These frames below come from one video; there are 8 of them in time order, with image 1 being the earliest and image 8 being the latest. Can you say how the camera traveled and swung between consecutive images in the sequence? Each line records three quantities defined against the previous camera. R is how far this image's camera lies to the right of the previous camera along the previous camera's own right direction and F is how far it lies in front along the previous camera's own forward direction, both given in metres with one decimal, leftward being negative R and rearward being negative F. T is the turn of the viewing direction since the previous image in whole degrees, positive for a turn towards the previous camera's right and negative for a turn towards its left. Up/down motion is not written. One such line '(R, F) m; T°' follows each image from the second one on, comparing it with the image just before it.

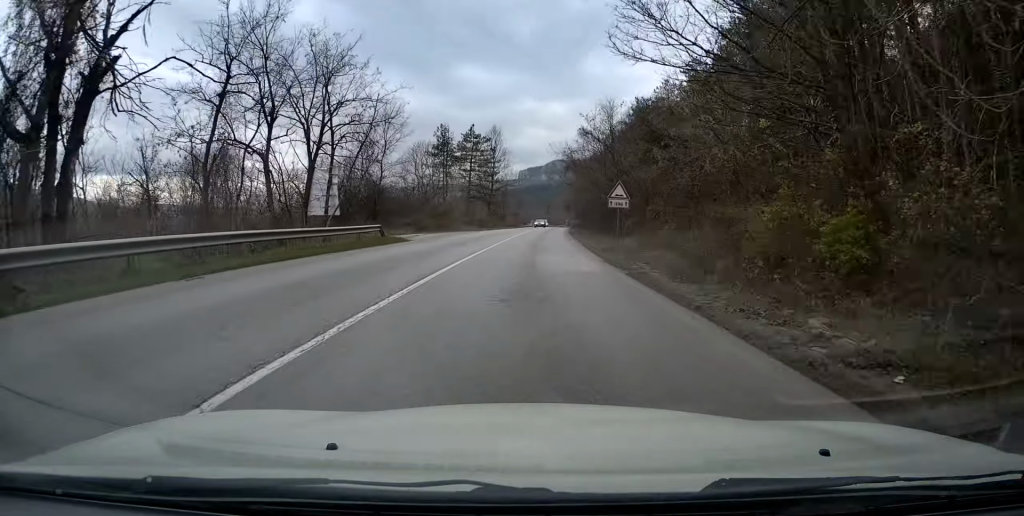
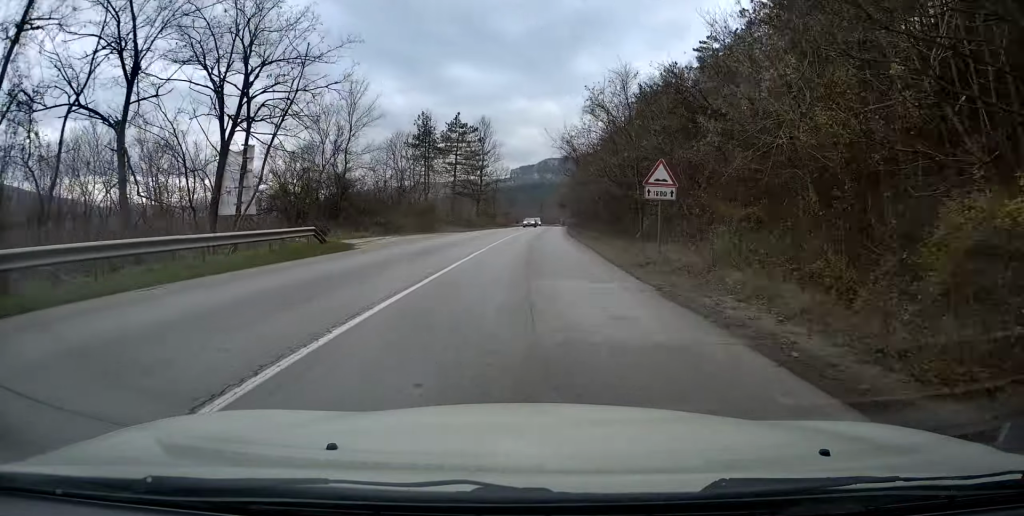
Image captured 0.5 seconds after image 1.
(+0.1, +8.8) m; 0°
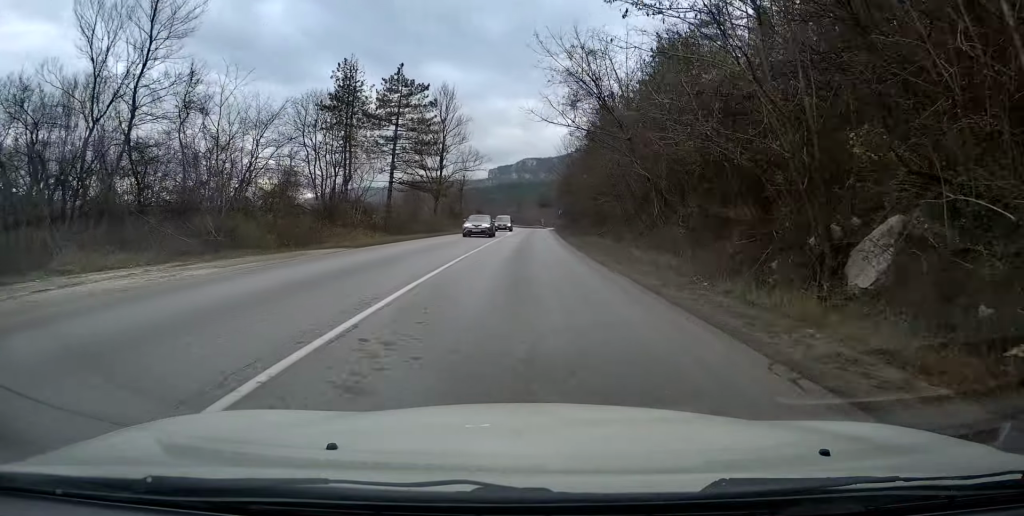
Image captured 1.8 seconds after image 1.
(+0.1, +24.3) m; 0°
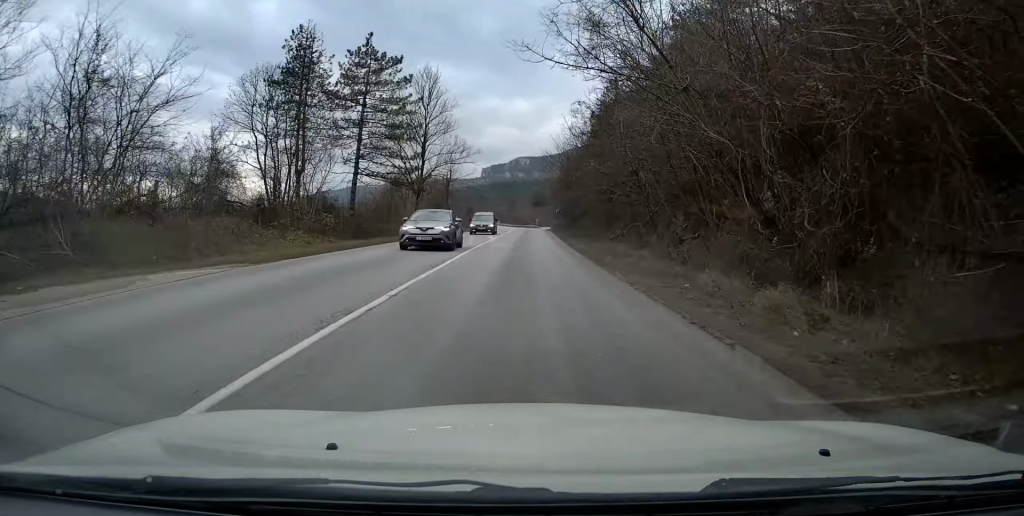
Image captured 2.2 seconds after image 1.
(0.0, +8.6) m; 0°
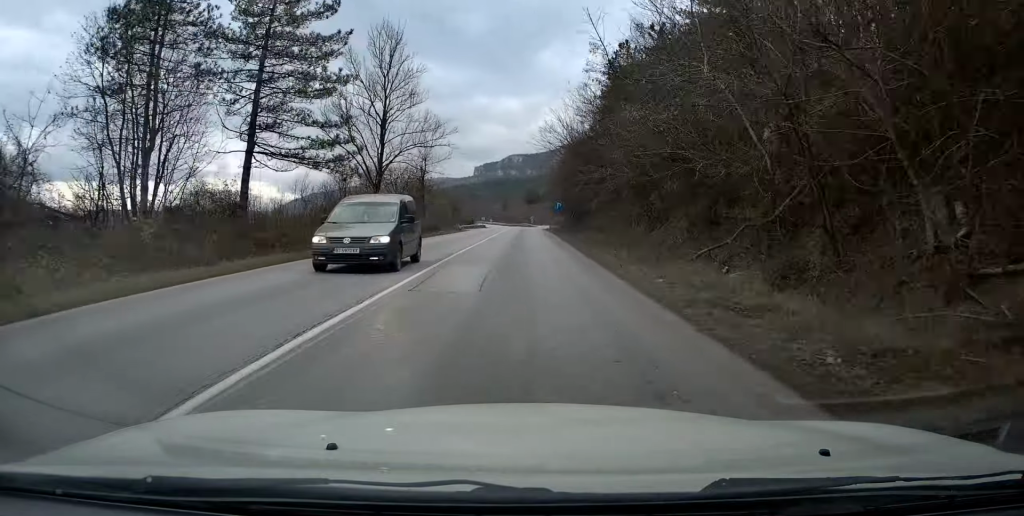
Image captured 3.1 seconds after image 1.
(+0.1, +15.3) m; +2°
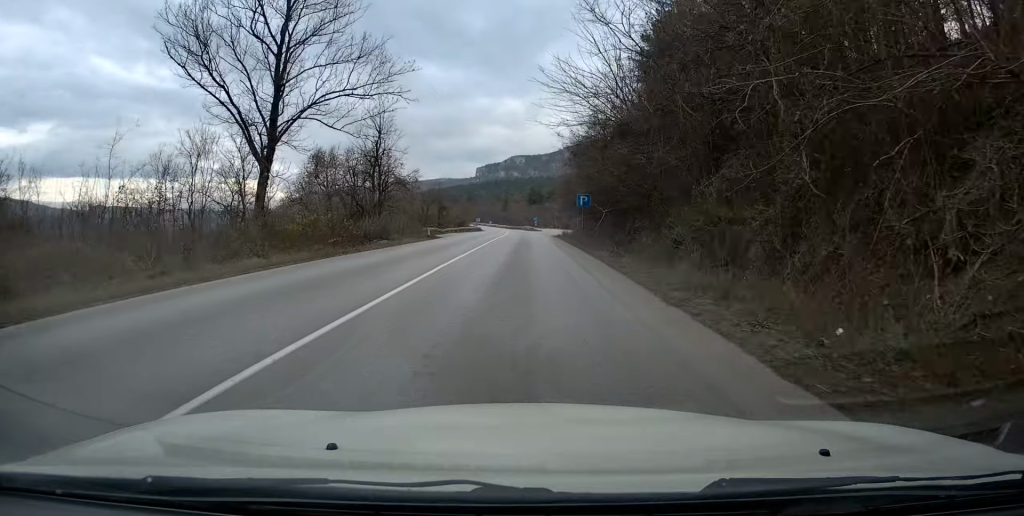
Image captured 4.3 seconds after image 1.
(+0.4, +21.8) m; 0°
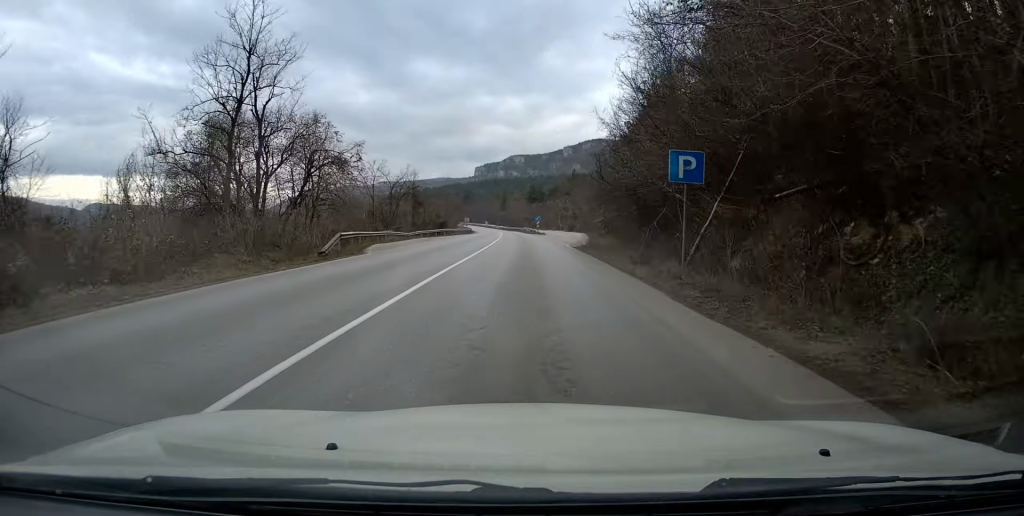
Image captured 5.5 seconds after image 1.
(-0.3, +22.3) m; -1°
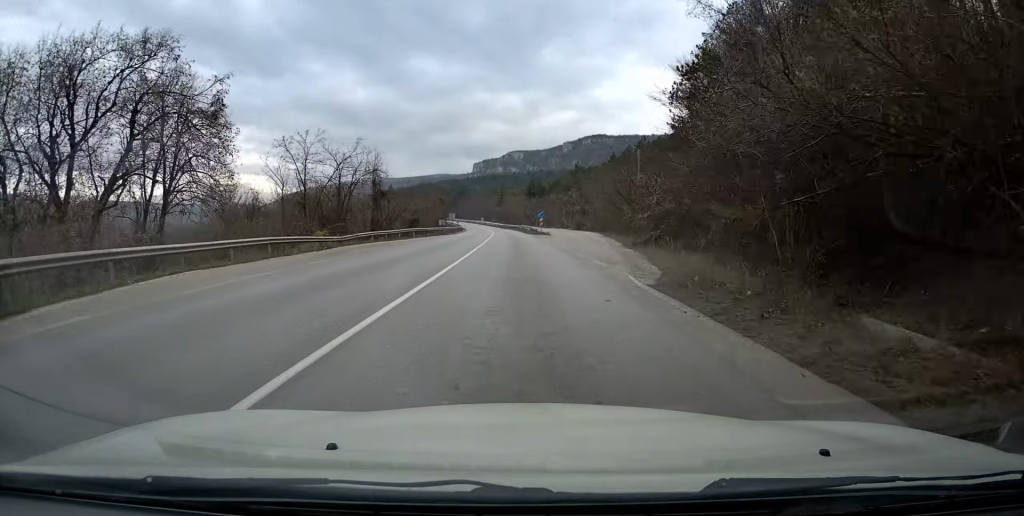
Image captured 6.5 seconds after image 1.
(-0.1, +20.1) m; -1°
